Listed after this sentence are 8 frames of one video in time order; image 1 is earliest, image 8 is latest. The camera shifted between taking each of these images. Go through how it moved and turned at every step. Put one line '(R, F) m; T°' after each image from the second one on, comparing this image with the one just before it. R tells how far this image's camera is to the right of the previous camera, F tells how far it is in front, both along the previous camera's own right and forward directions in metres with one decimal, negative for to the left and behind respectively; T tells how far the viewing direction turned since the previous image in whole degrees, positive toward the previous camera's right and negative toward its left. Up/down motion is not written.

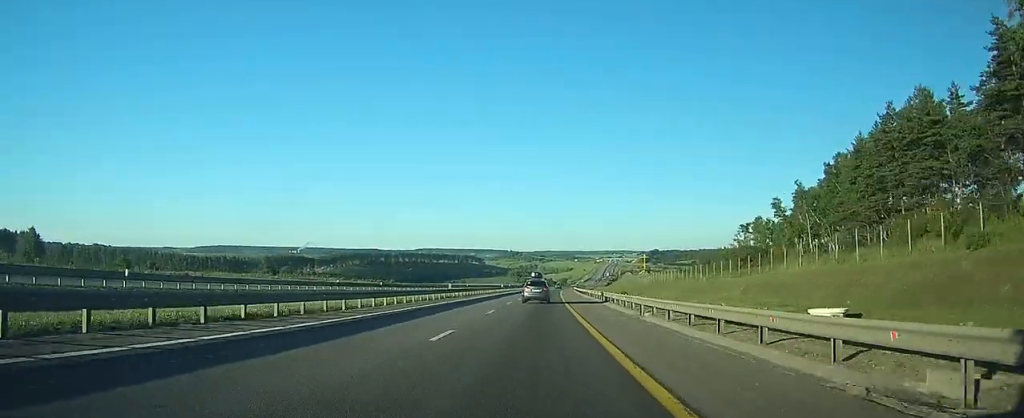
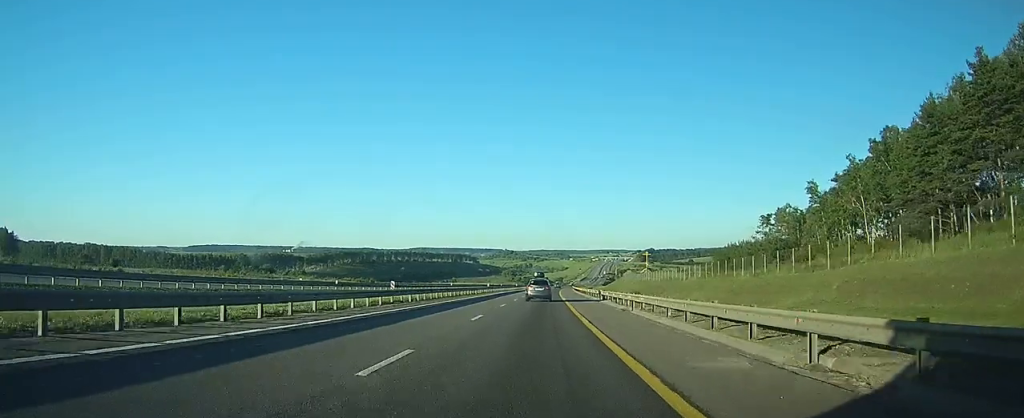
(0.0, +16.8) m; 0°
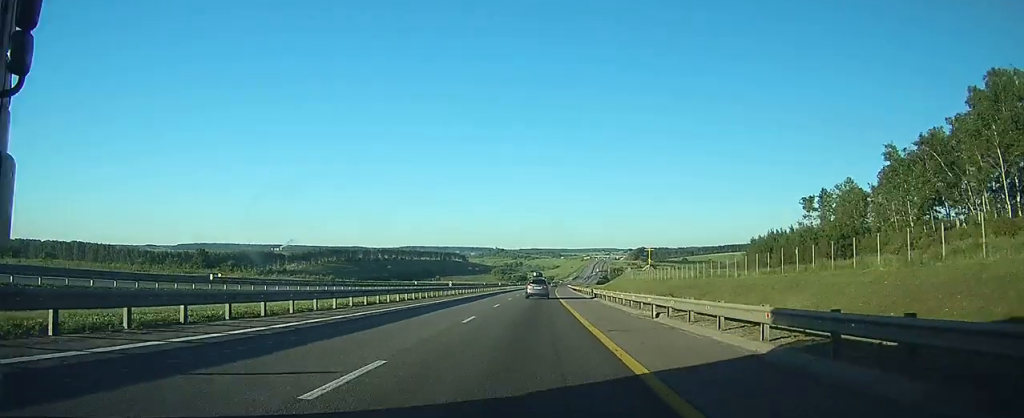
(+0.1, +25.2) m; 0°
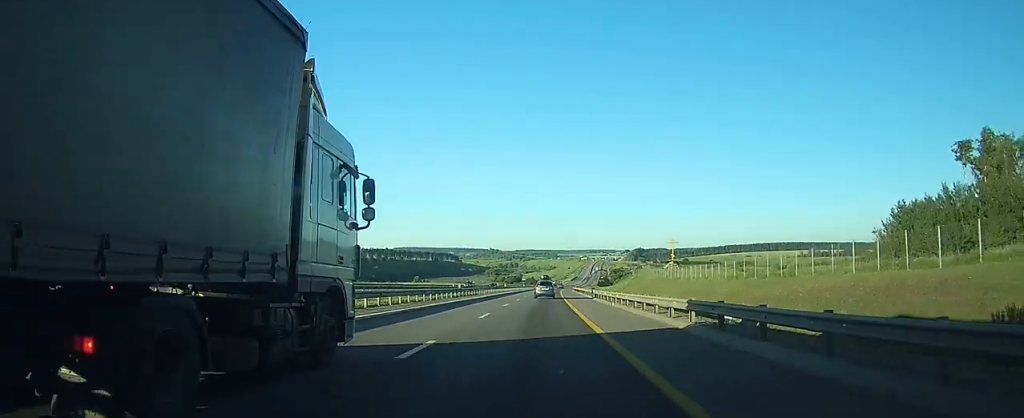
(+0.2, +43.9) m; +1°
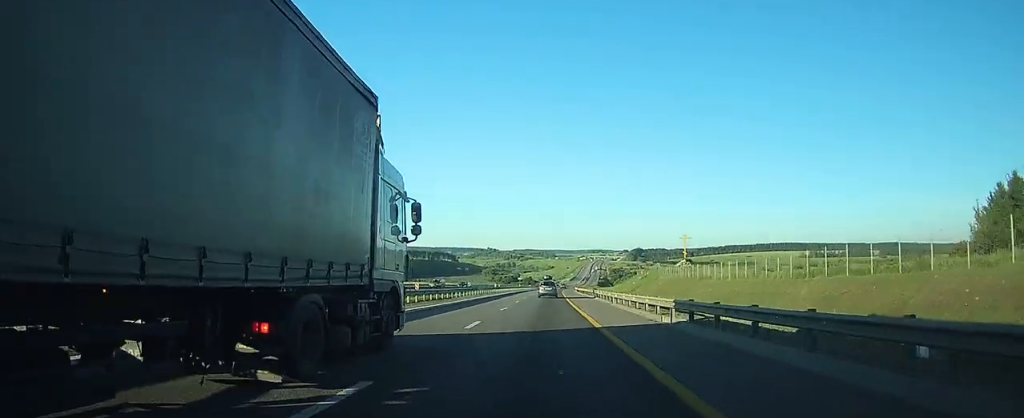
(0.0, +17.1) m; 0°
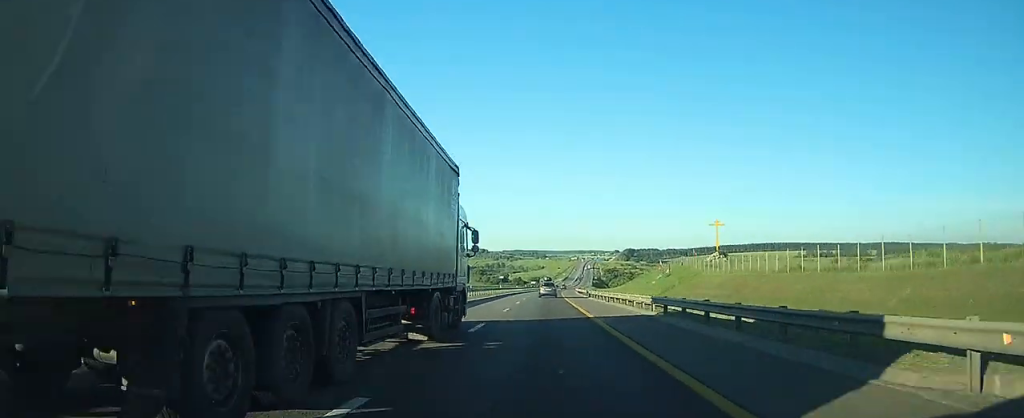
(+0.3, +36.9) m; +1°
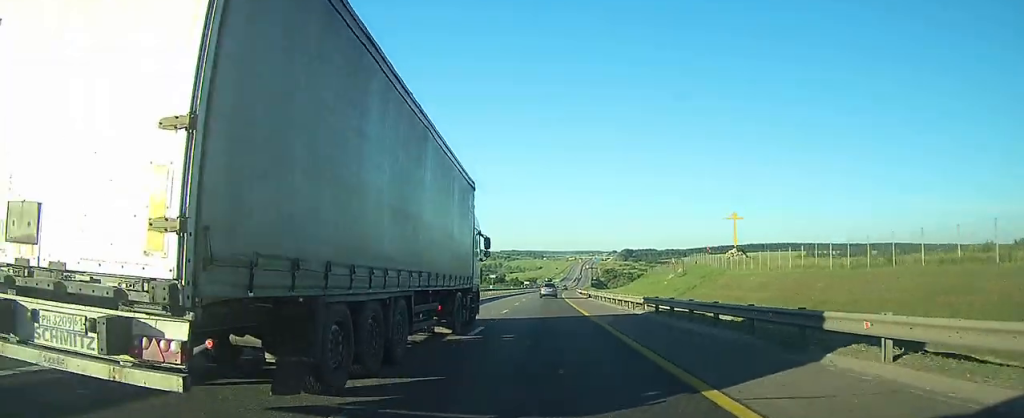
(0.0, +13.1) m; 0°
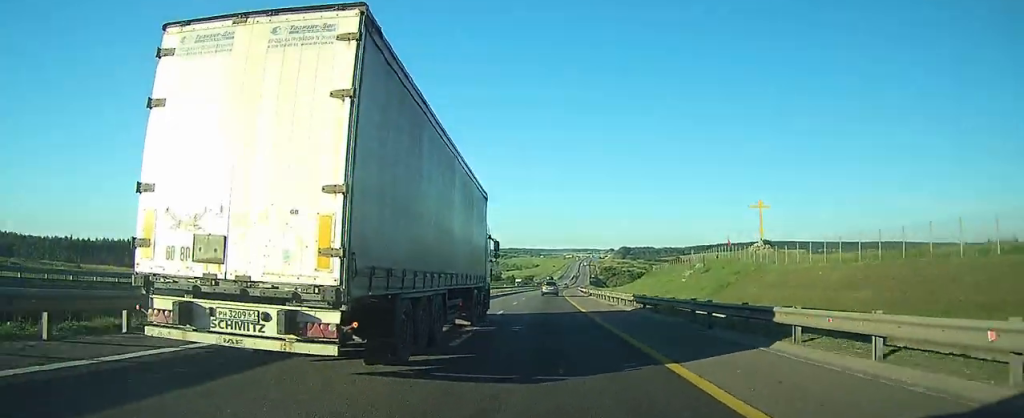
(0.0, +14.8) m; 0°
